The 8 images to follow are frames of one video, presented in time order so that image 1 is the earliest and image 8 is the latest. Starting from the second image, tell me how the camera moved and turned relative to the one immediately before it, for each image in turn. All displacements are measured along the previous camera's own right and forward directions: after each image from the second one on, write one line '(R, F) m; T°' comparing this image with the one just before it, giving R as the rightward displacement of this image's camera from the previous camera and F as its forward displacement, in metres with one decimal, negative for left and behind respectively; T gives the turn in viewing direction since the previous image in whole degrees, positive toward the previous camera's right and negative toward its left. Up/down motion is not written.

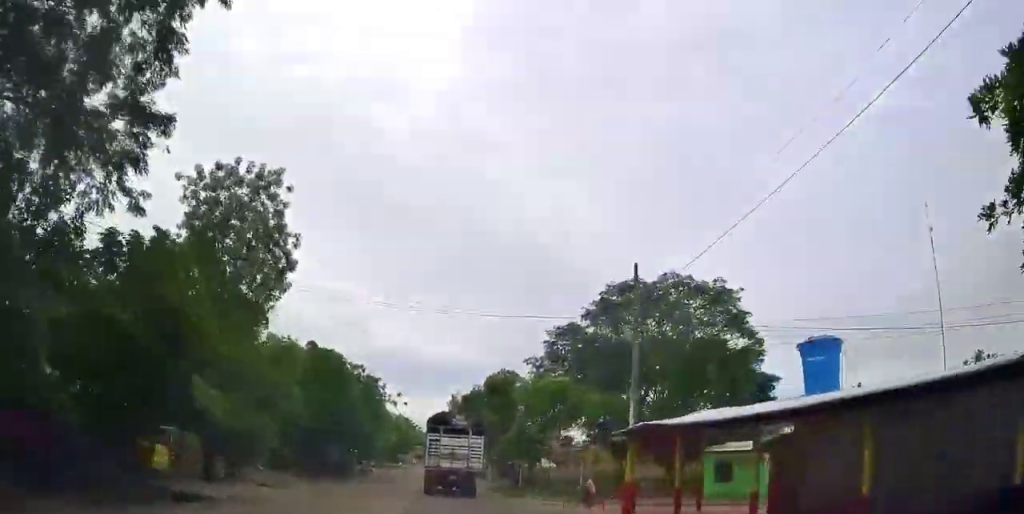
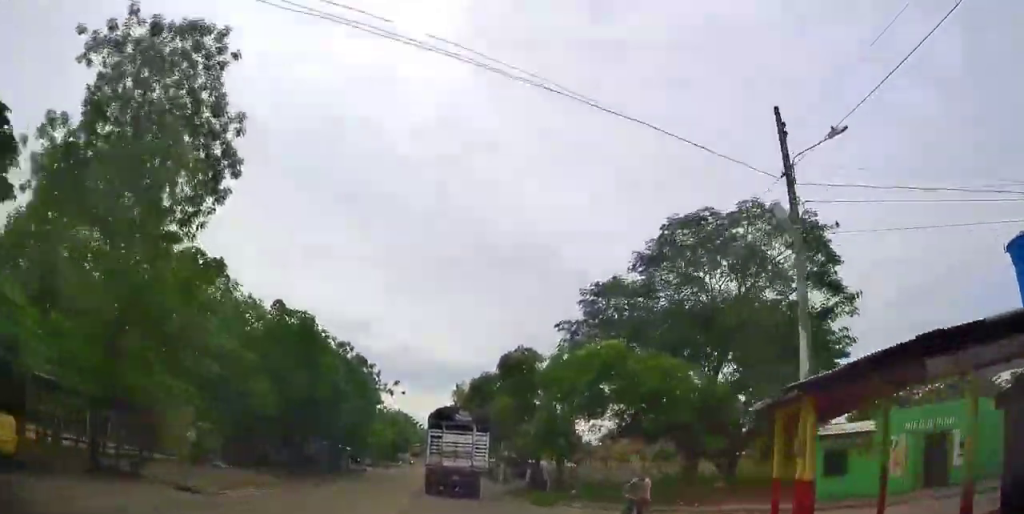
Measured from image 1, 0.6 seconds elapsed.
(0.0, +8.4) m; 0°
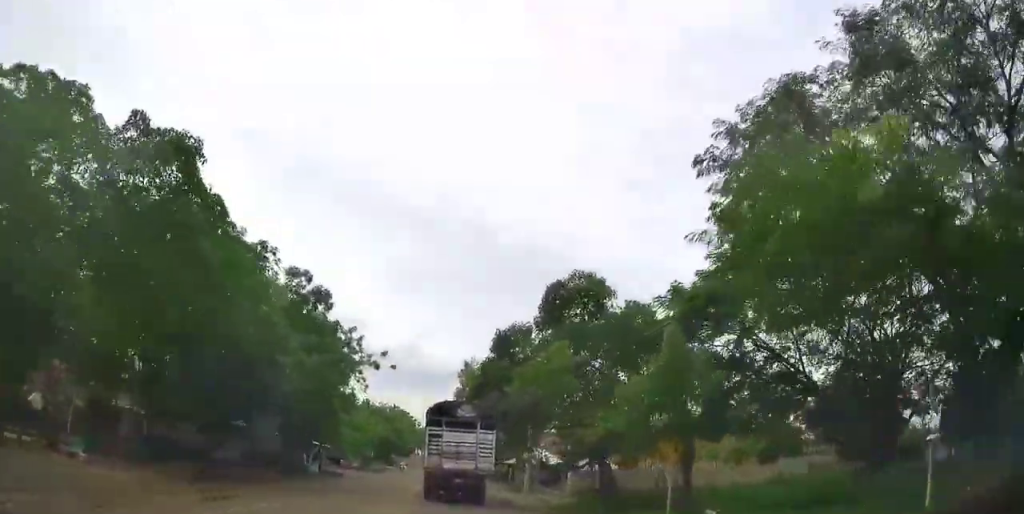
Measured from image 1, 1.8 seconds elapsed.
(0.0, +15.8) m; 0°
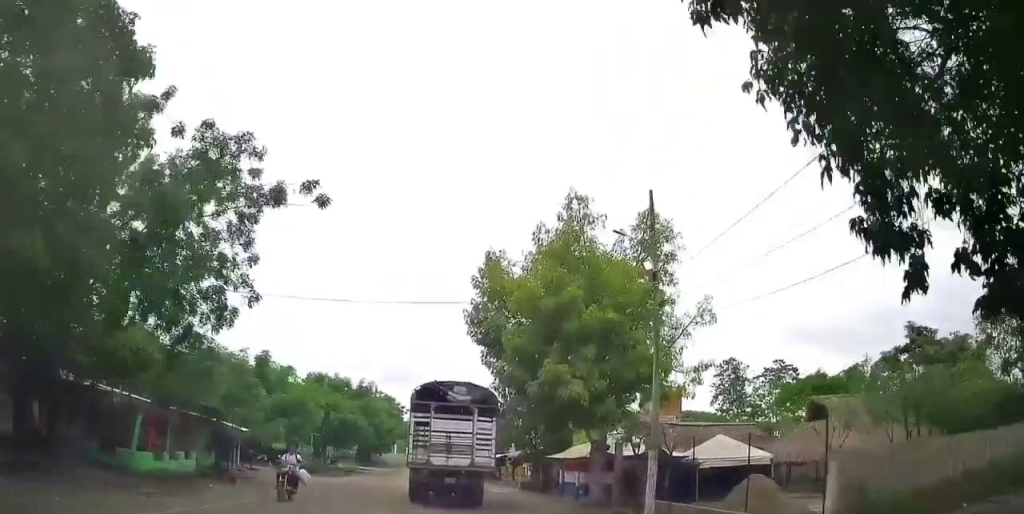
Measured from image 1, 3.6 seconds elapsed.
(+0.1, +25.4) m; 0°
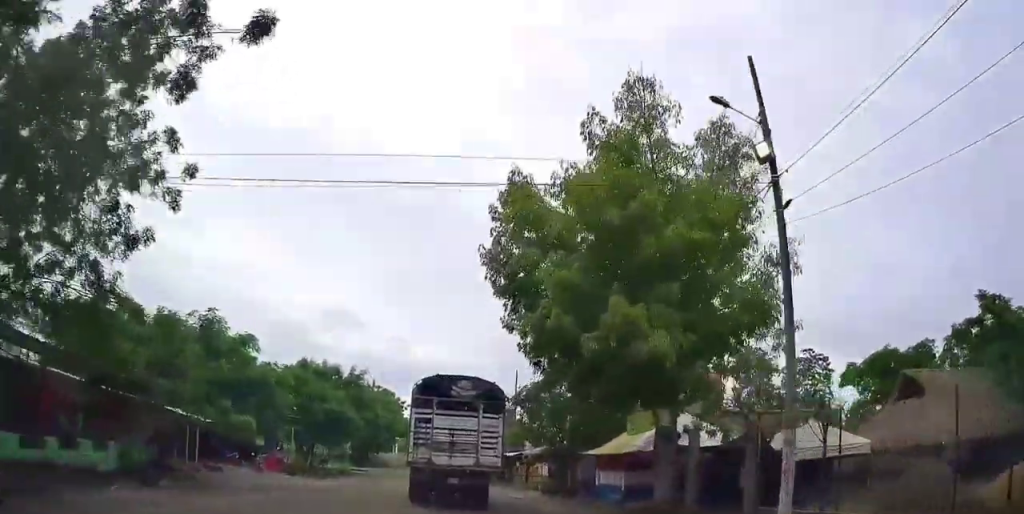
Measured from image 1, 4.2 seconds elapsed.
(0.0, +7.1) m; 0°
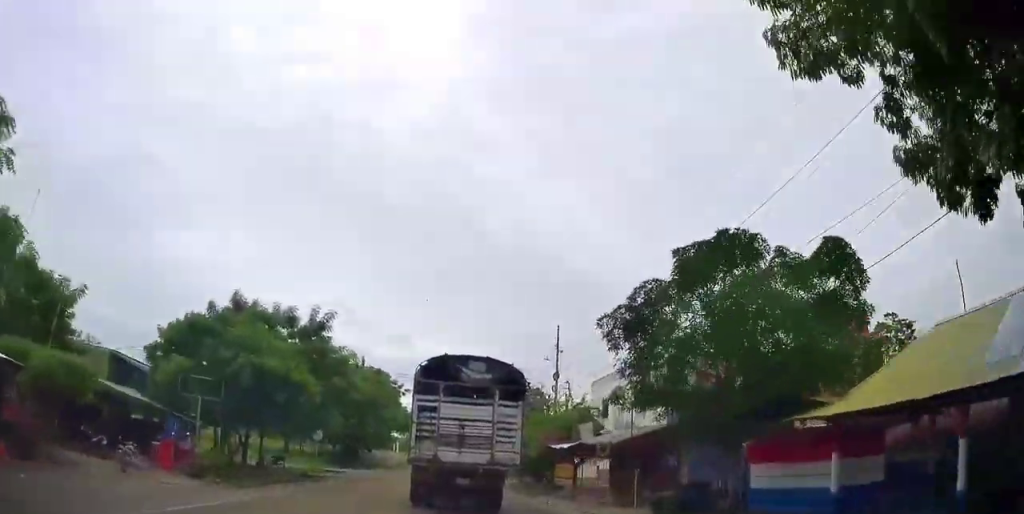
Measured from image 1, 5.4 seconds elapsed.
(-0.1, +17.1) m; 0°
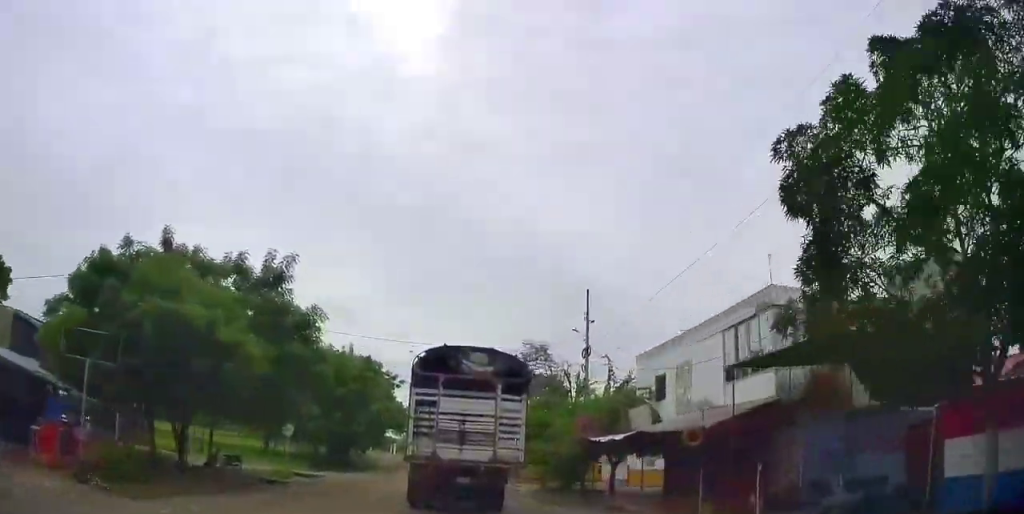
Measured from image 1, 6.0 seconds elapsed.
(+0.1, +8.6) m; +1°
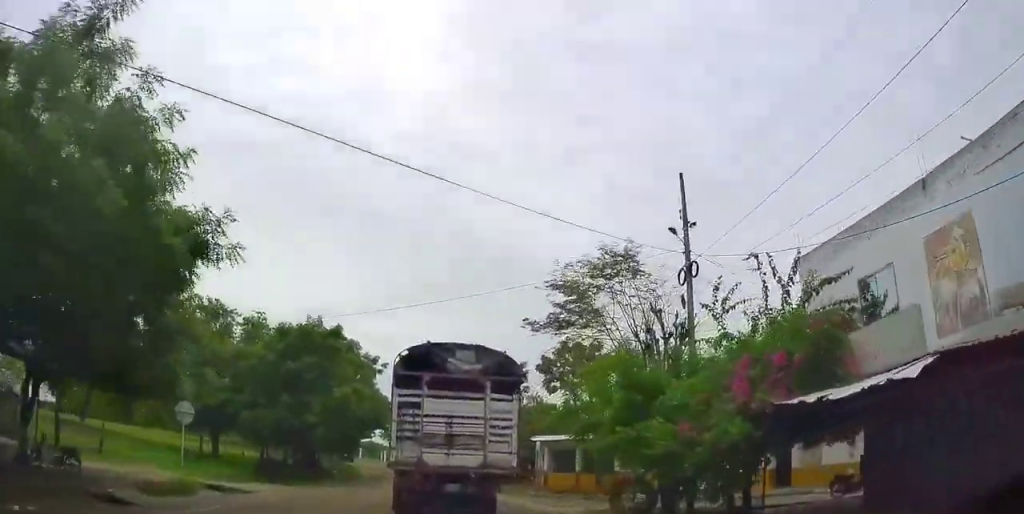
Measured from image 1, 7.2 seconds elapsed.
(+0.1, +14.9) m; +1°
